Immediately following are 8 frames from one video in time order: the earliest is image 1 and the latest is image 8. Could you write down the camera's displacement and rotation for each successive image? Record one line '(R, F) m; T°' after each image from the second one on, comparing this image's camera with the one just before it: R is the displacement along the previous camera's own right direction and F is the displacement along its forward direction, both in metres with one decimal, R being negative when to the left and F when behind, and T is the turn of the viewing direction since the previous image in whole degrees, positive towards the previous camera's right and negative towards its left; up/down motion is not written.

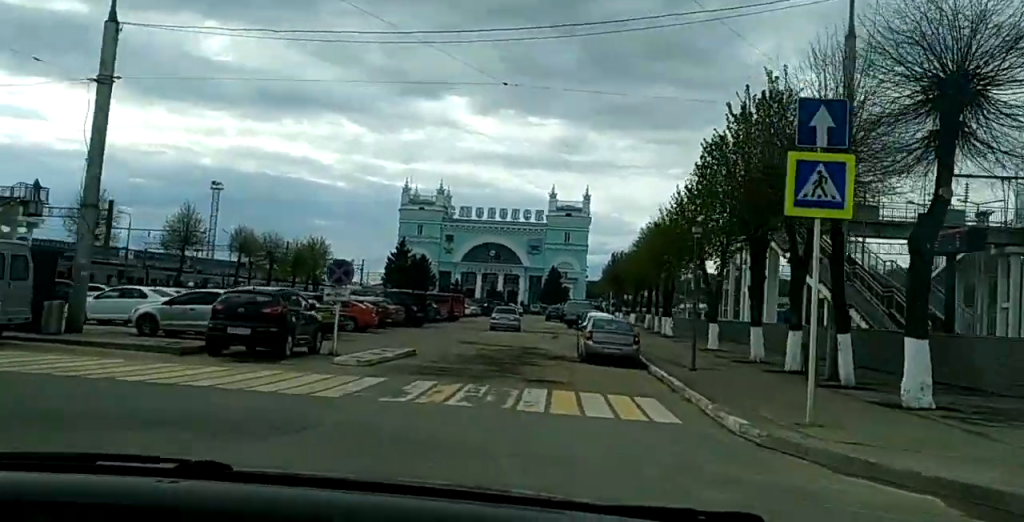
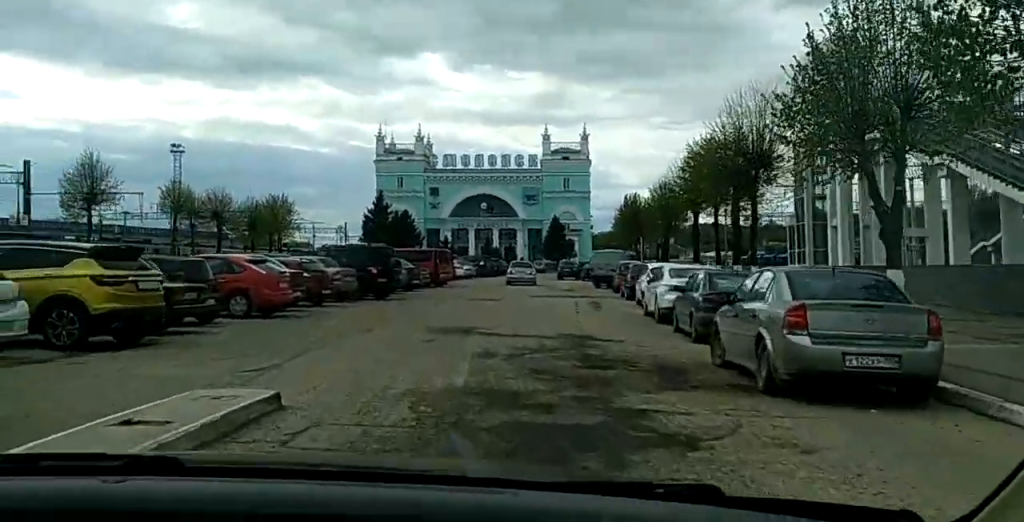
(0.0, +17.9) m; 0°
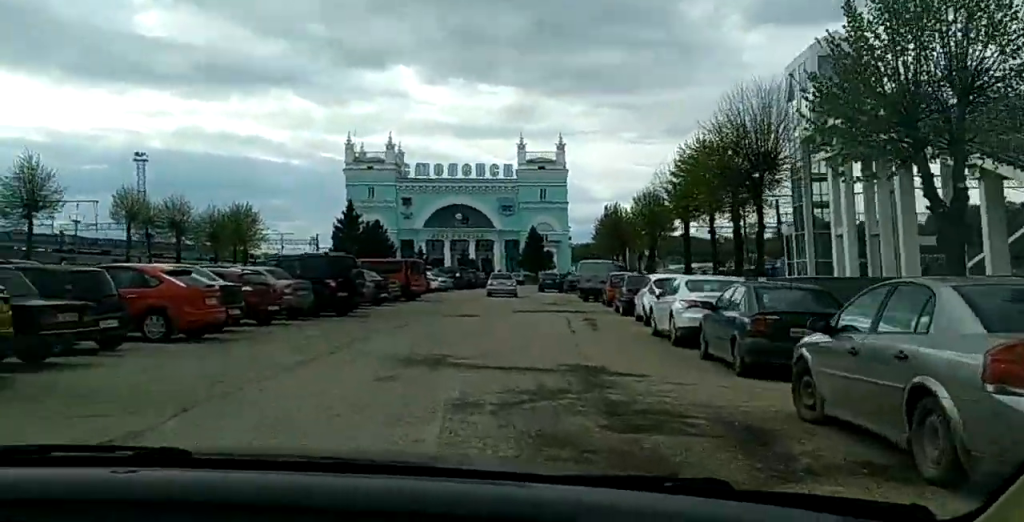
(0.0, +3.7) m; 0°
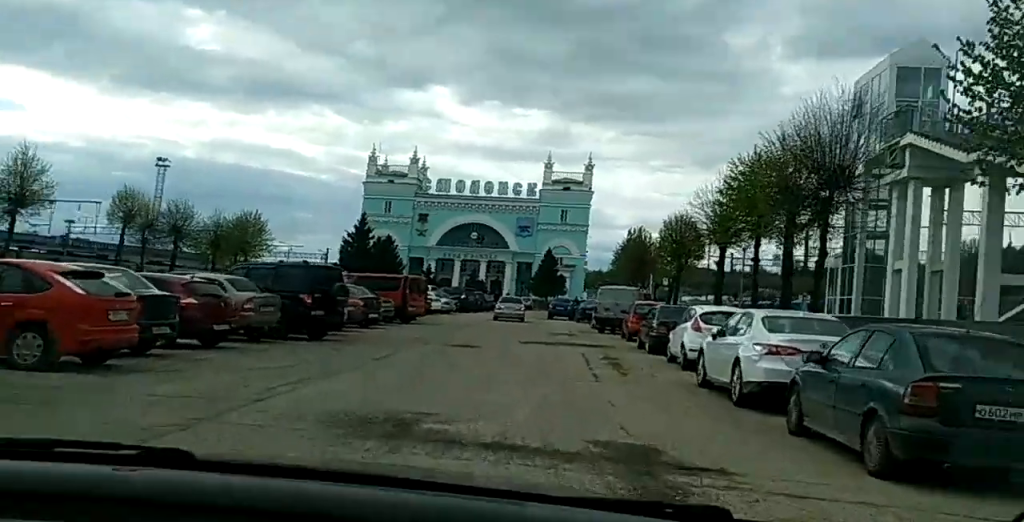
(0.0, +4.3) m; 0°
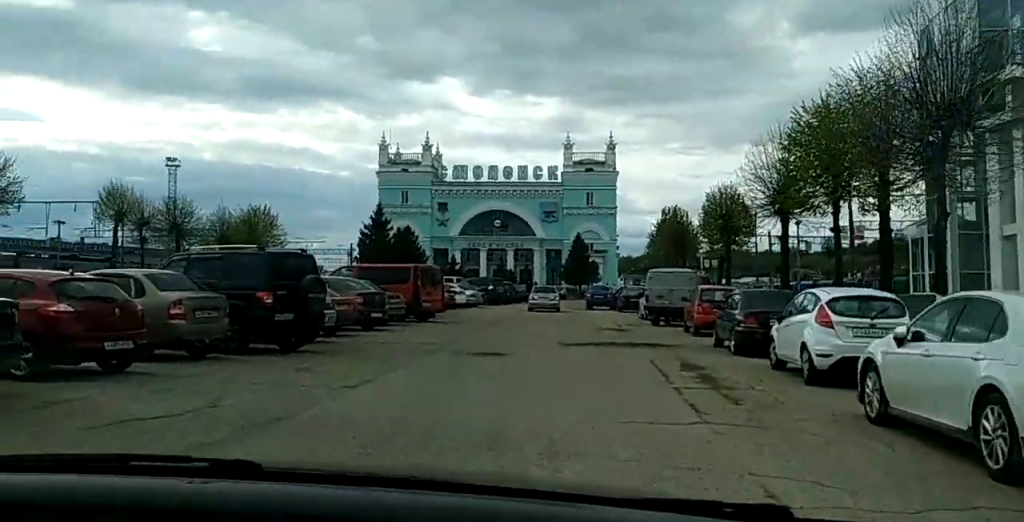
(0.0, +5.9) m; 0°
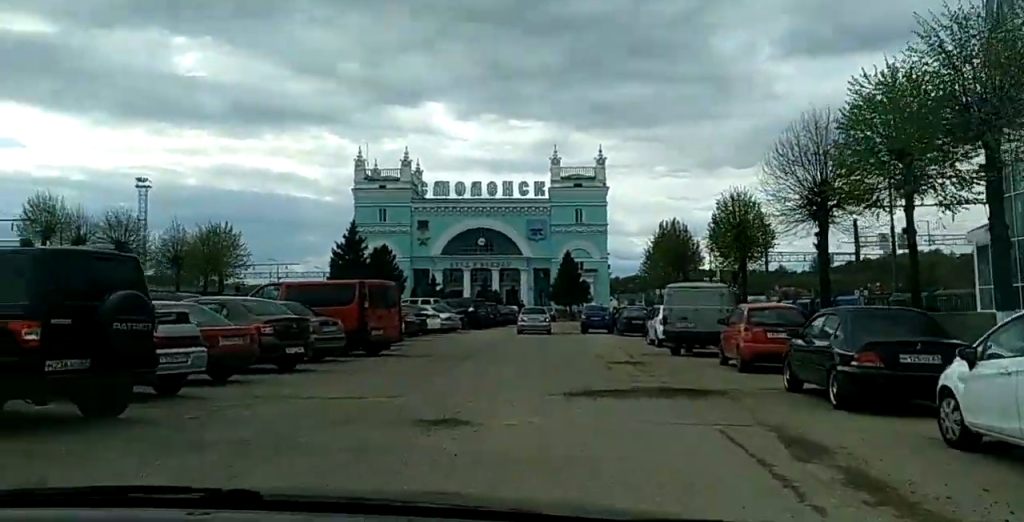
(0.0, +6.8) m; 0°
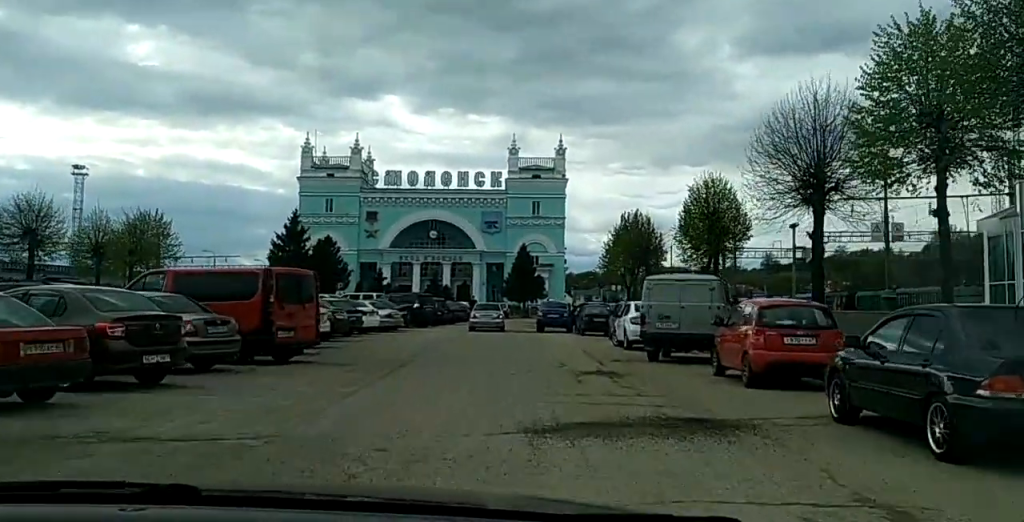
(0.0, +4.2) m; 0°
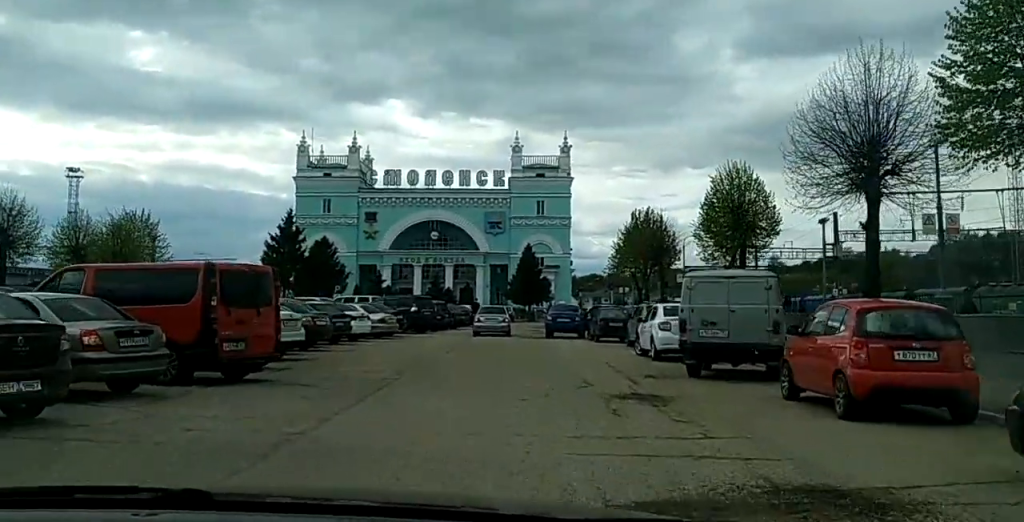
(0.0, +3.8) m; +2°
